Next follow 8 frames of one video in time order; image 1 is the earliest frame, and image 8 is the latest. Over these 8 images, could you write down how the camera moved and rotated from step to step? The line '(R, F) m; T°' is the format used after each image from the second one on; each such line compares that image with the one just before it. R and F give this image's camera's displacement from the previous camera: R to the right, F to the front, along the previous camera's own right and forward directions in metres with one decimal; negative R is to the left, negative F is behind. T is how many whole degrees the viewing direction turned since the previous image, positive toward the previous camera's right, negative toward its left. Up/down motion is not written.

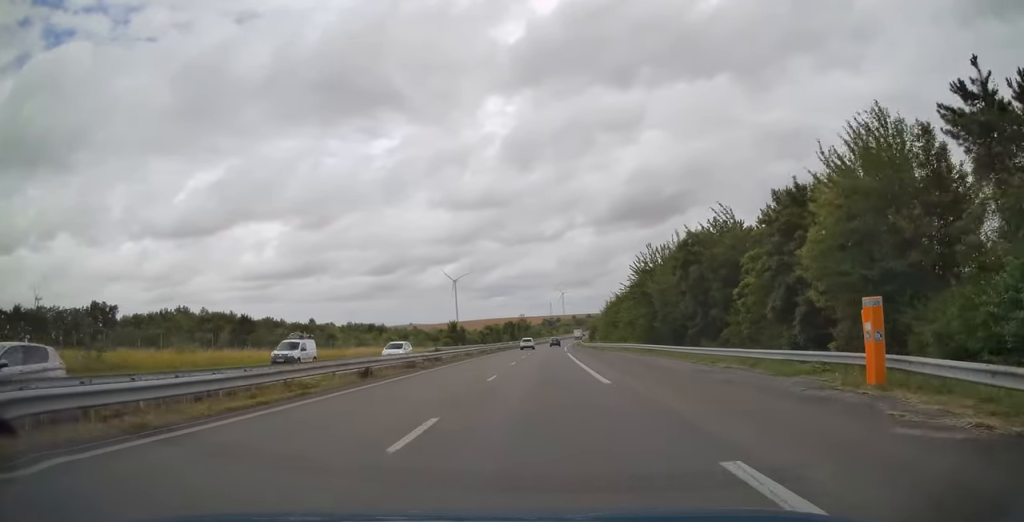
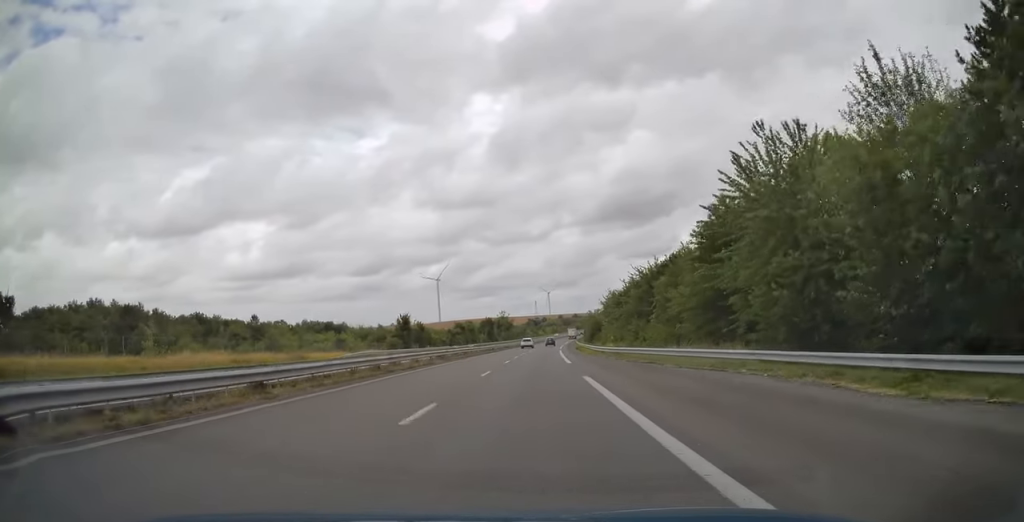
(+0.6, +36.7) m; +1°
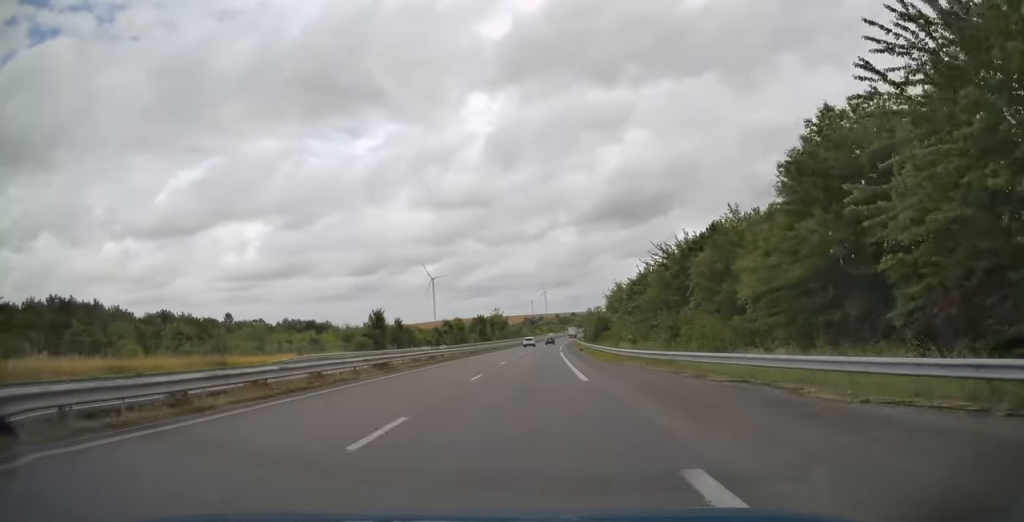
(0.0, +15.1) m; 0°
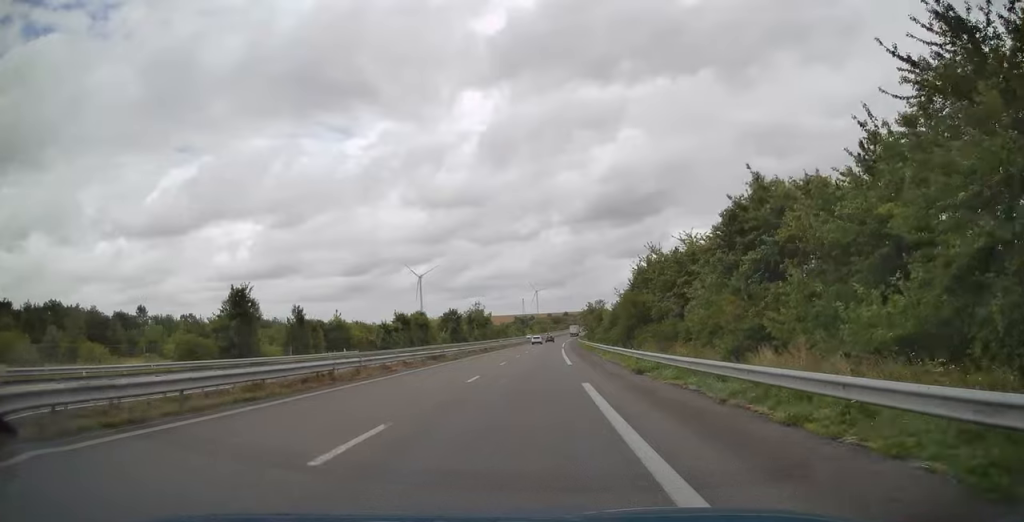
(+0.2, +40.0) m; +1°
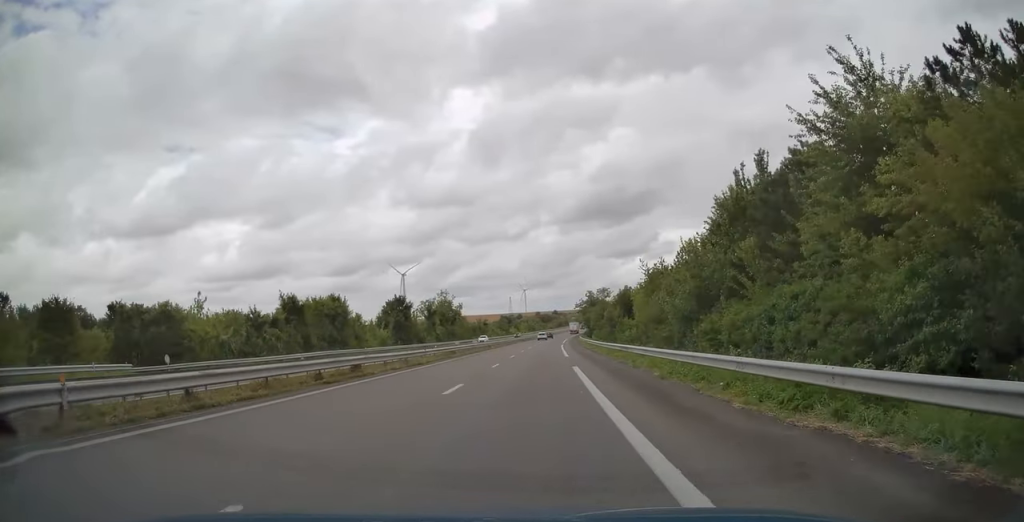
(+0.5, +43.7) m; +1°
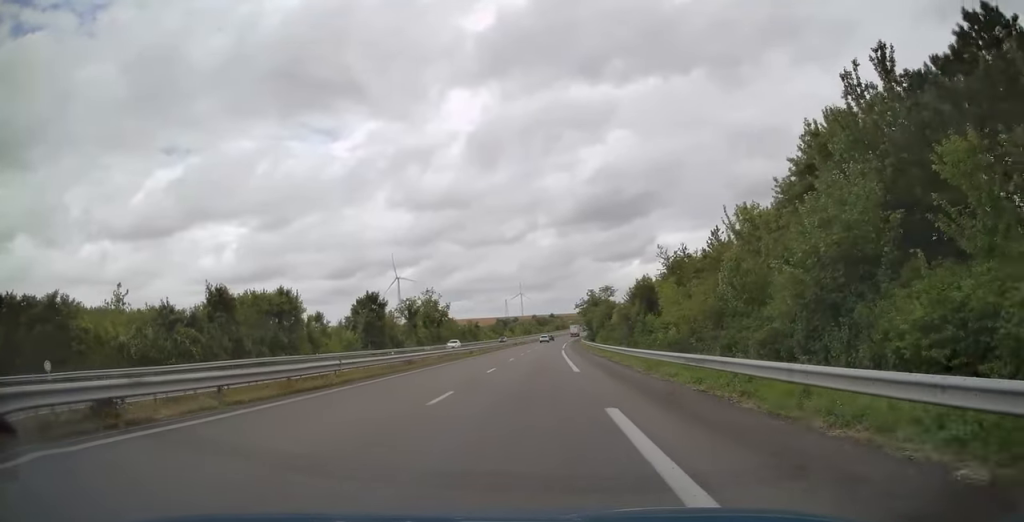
(0.0, +14.6) m; 0°
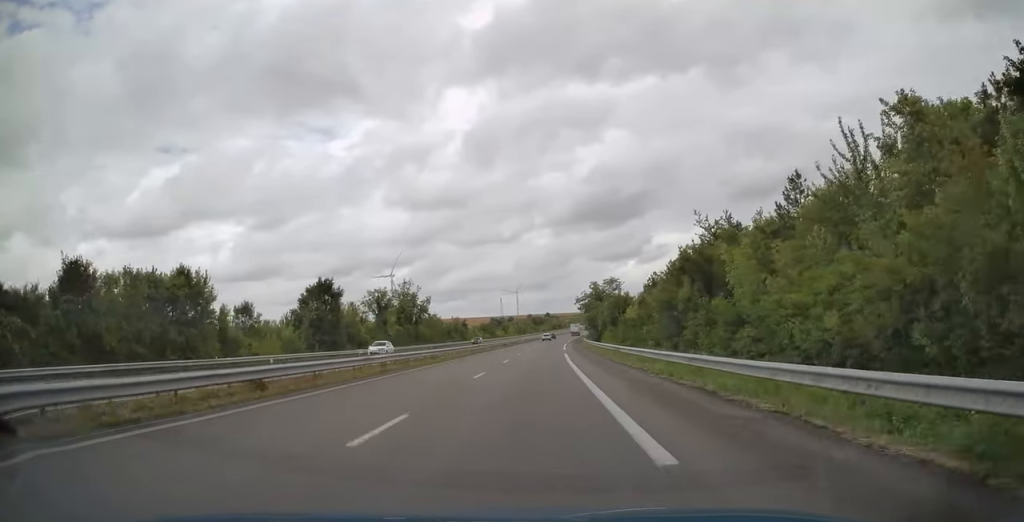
(-0.1, +17.8) m; 0°
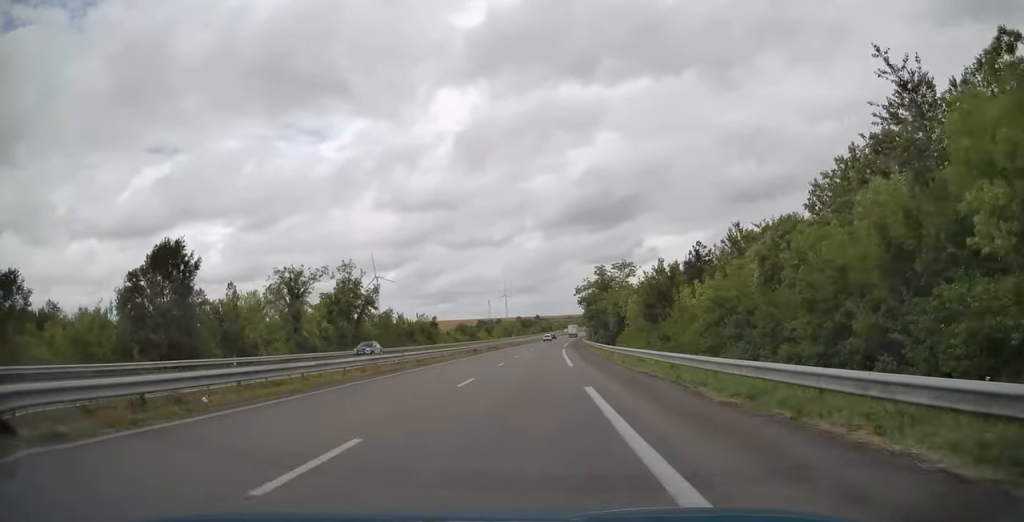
(+0.3, +29.1) m; +1°
